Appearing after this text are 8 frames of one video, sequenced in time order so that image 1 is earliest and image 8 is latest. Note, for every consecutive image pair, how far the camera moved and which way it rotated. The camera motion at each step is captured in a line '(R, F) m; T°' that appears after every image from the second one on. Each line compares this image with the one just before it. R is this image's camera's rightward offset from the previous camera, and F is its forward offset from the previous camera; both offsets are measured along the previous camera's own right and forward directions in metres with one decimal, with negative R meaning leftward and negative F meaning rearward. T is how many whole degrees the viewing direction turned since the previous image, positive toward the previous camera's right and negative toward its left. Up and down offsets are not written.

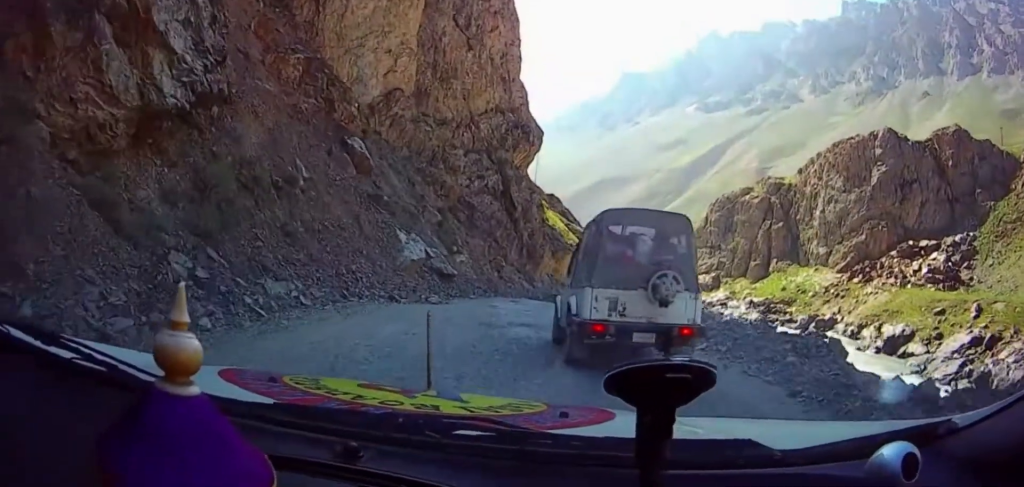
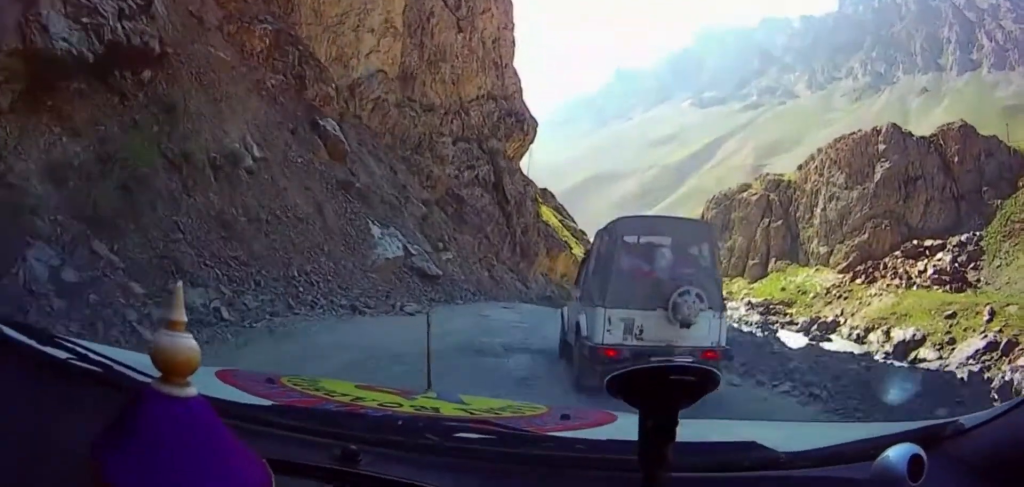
(+0.3, +3.0) m; +3°
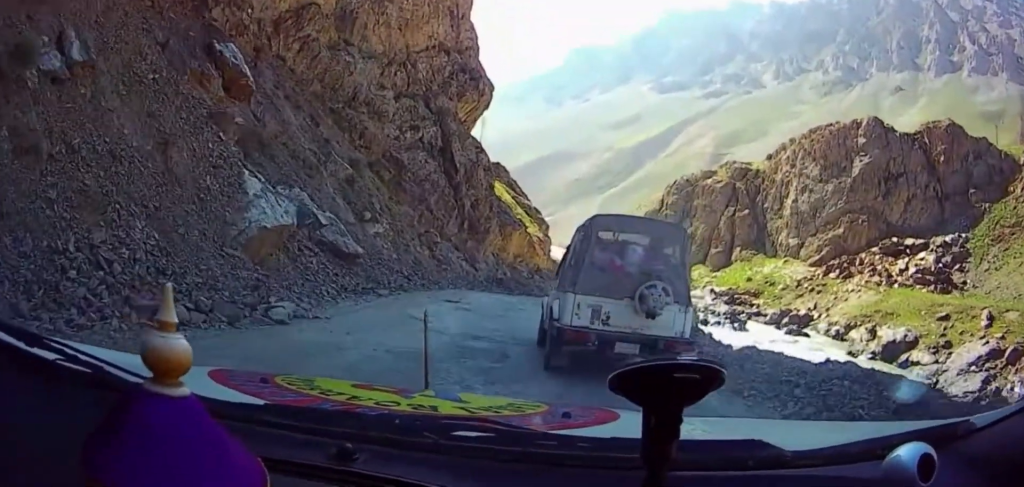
(+0.4, +8.0) m; +3°
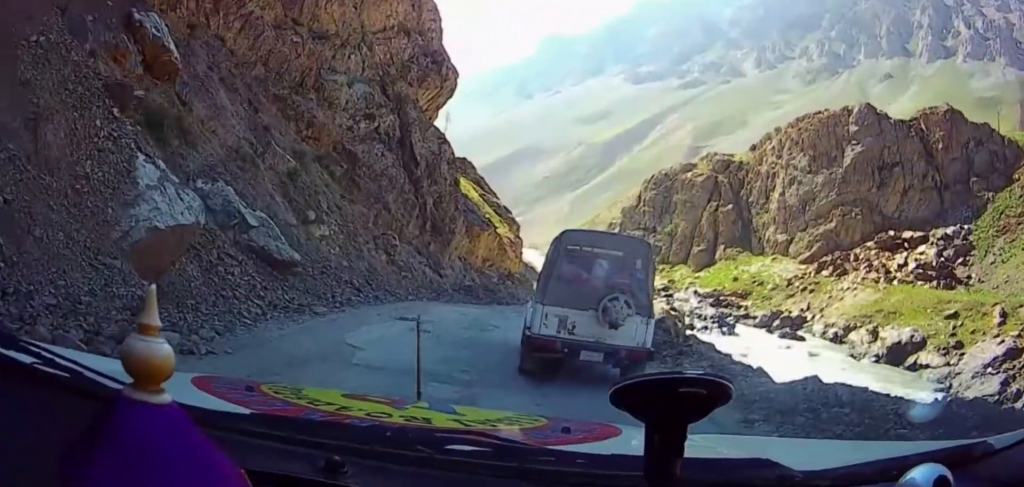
(0.0, +3.8) m; 0°
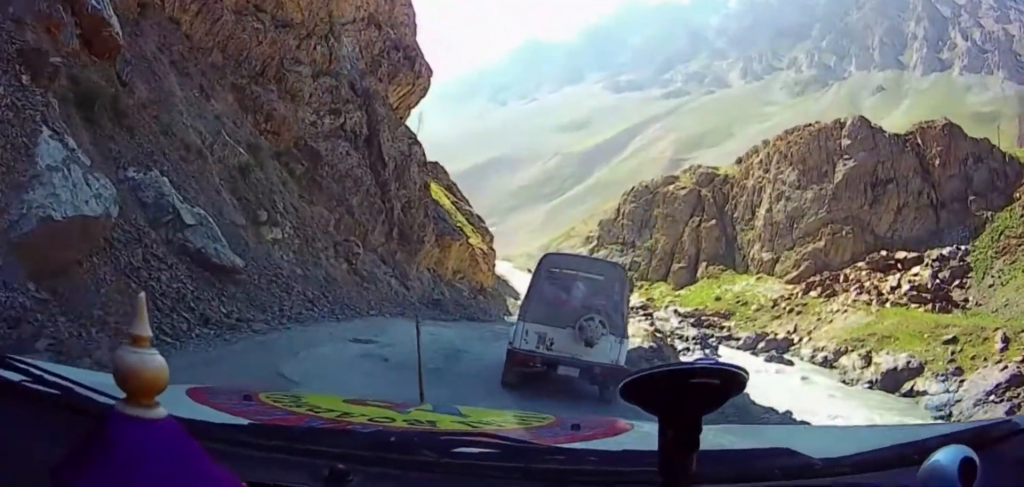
(0.0, +2.7) m; 0°
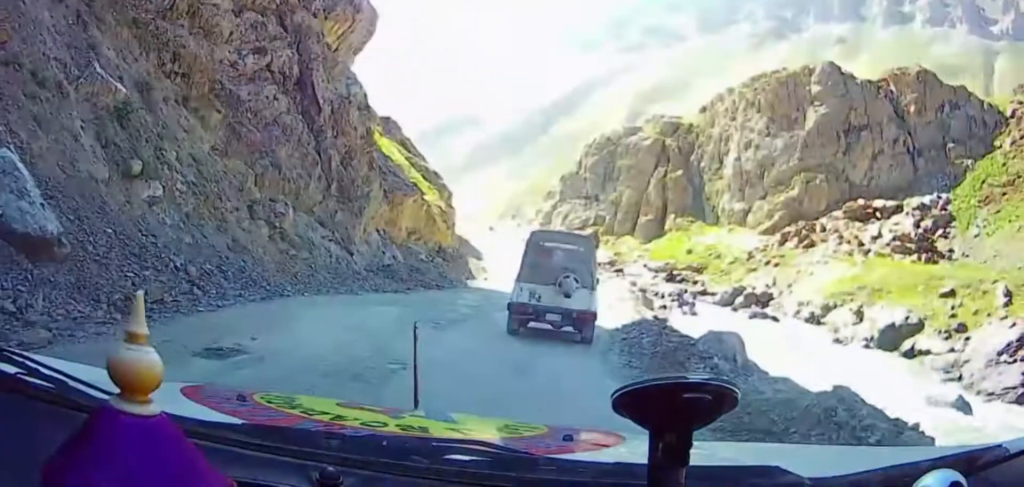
(0.0, +7.9) m; 0°
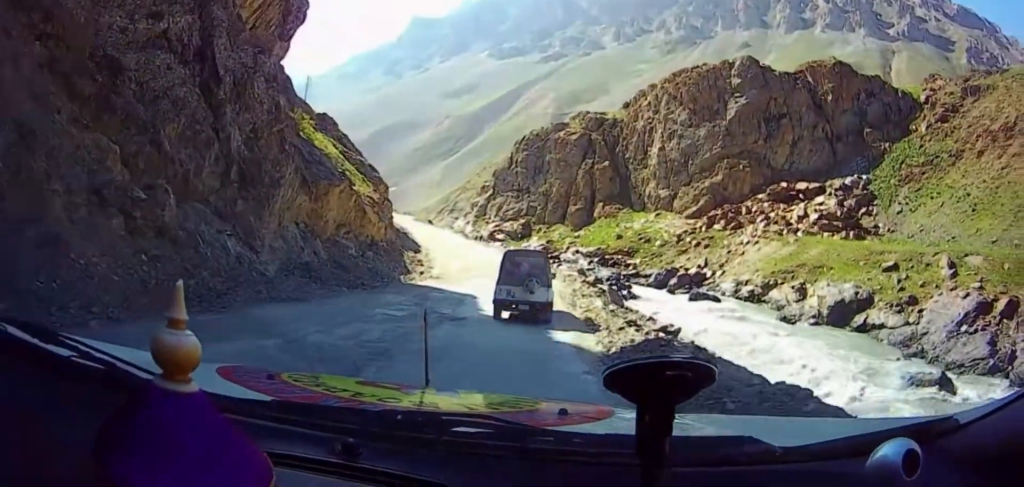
(0.0, +9.4) m; 0°
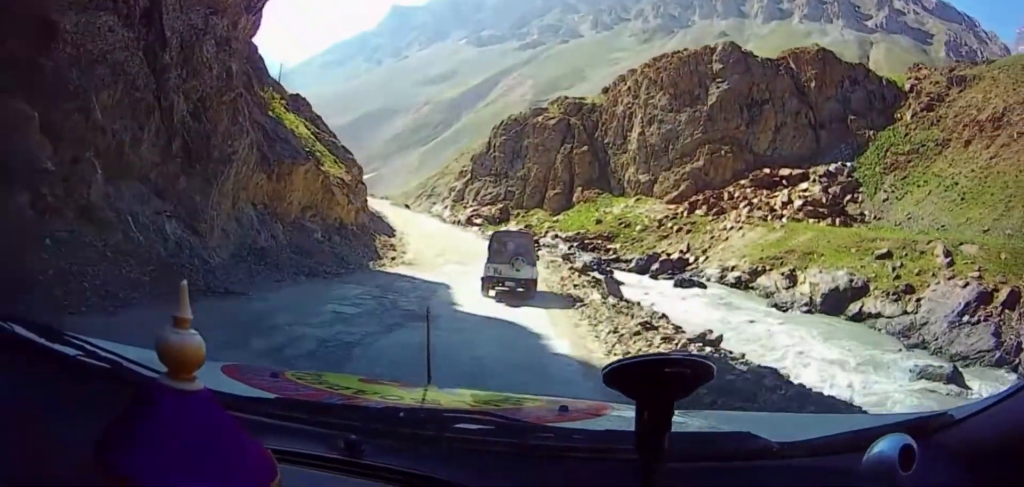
(0.0, +3.2) m; 0°
